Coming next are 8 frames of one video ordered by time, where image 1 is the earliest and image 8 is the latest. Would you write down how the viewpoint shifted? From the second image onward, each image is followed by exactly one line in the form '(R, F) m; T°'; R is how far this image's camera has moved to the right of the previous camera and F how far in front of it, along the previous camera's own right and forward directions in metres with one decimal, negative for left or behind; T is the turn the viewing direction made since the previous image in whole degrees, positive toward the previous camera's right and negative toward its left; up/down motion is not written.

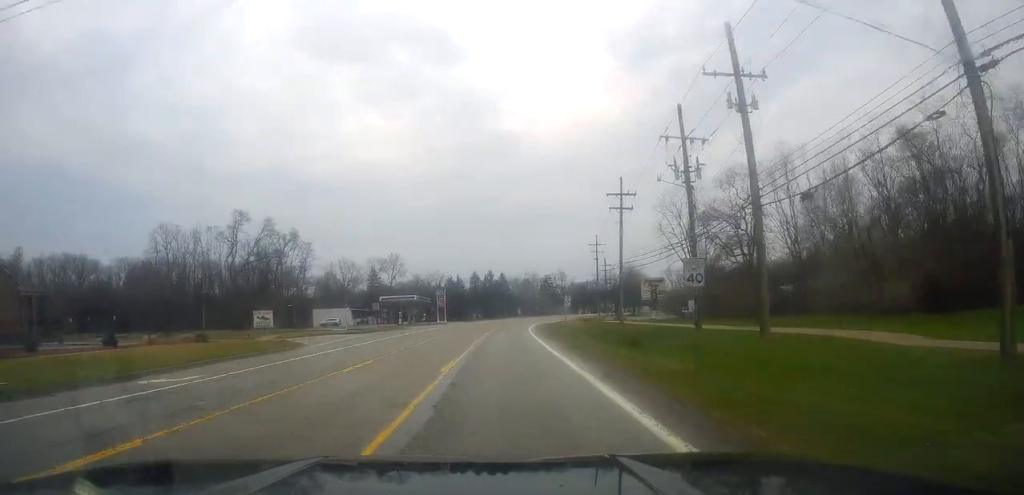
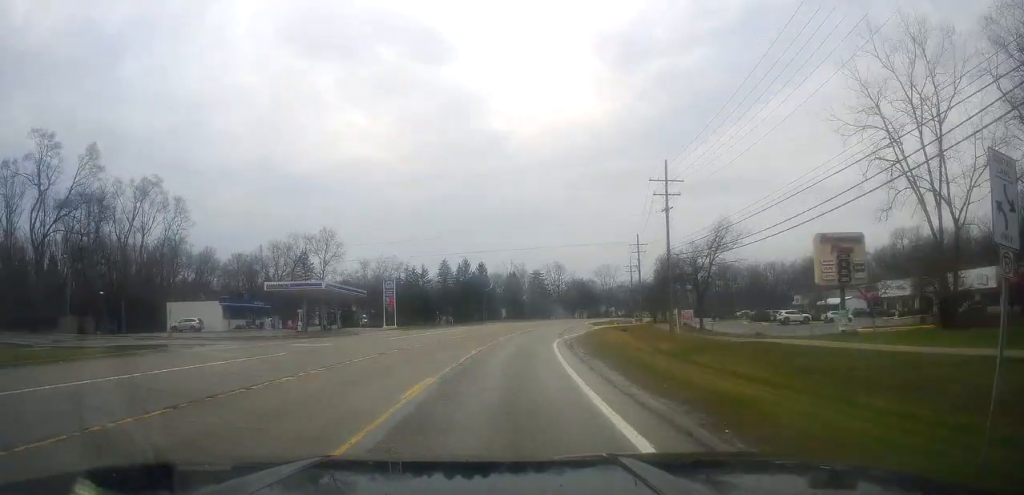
(-0.2, +52.7) m; +2°
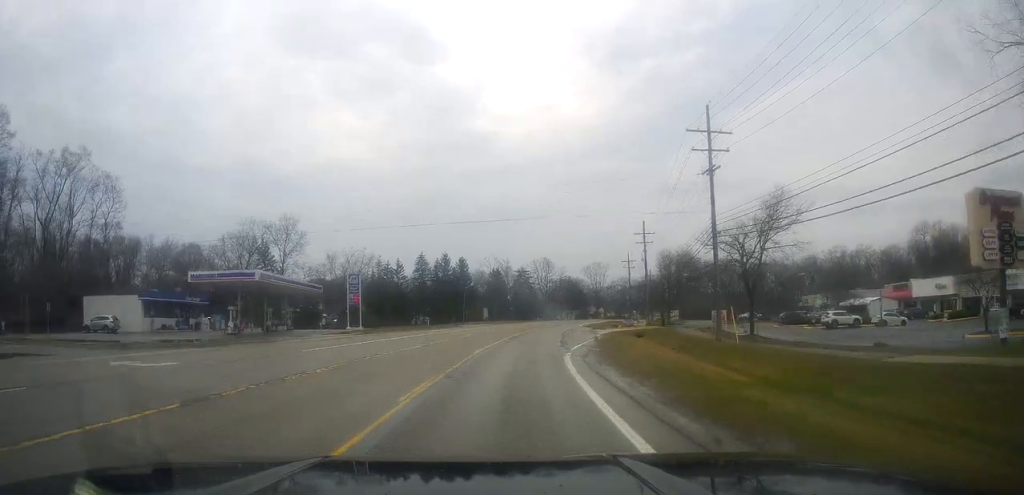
(+0.4, +14.7) m; +2°
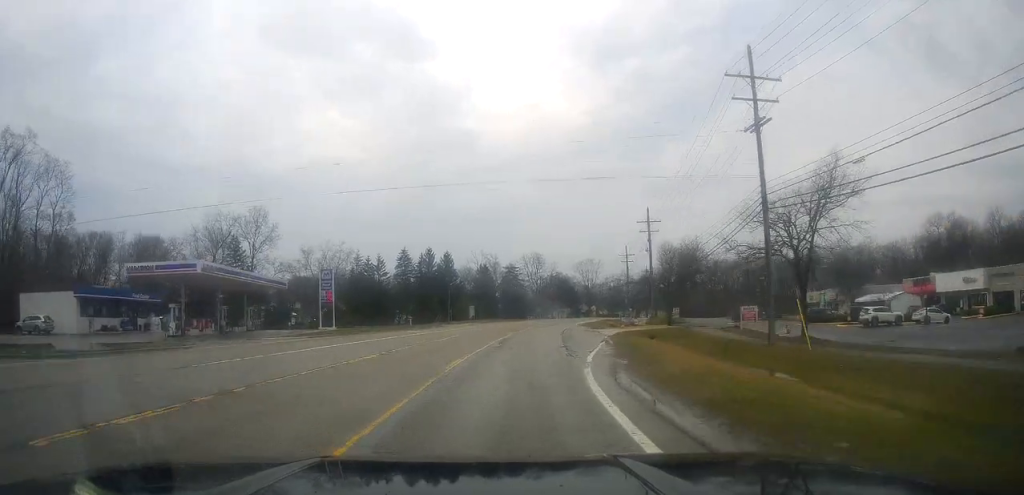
(+0.1, +9.1) m; 0°
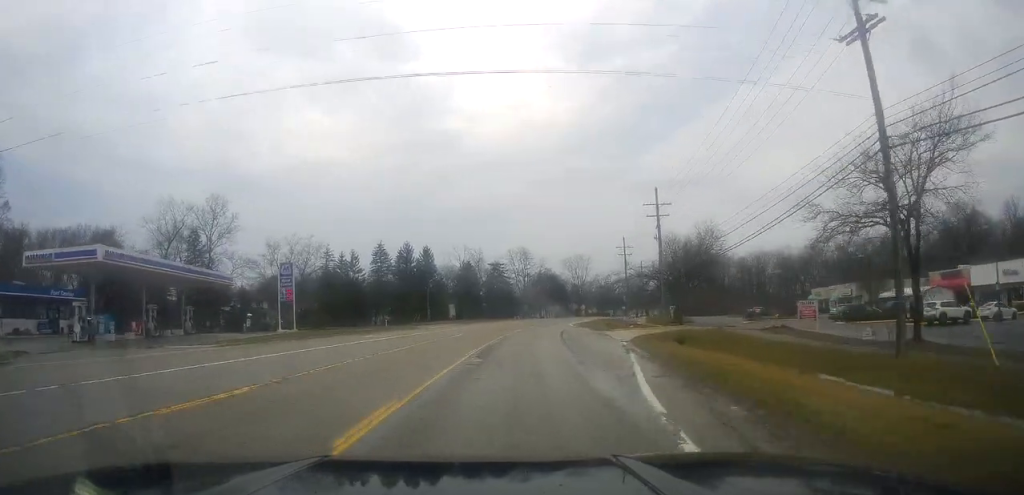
(0.0, +11.1) m; +1°
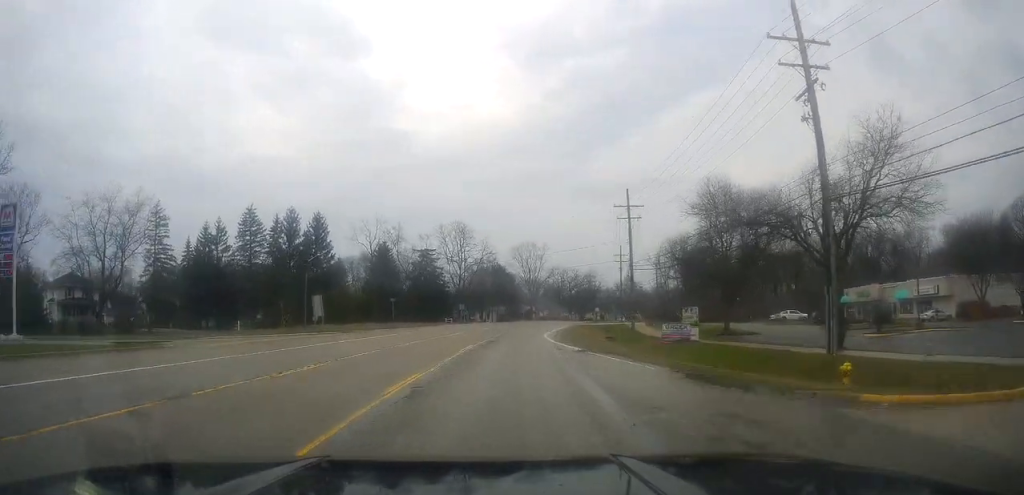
(+1.8, +40.8) m; +5°
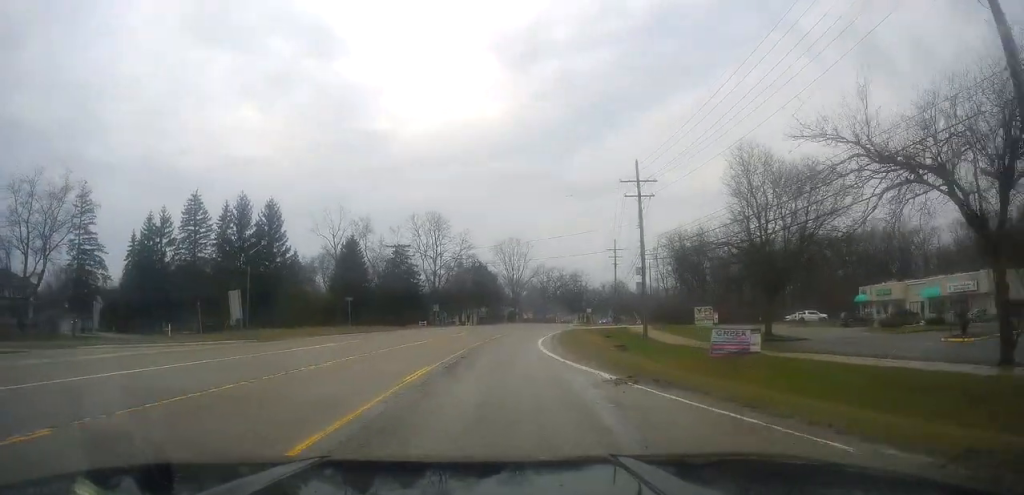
(-0.1, +11.6) m; +1°
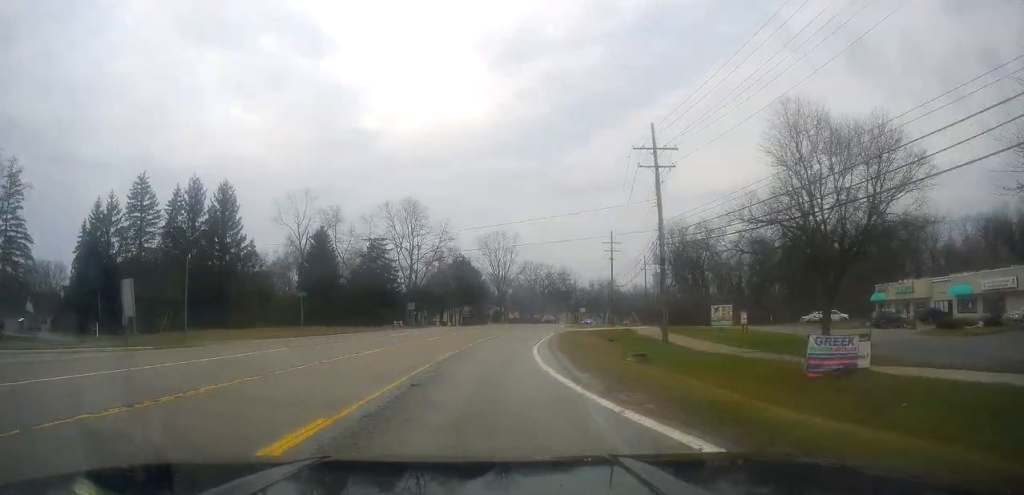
(+0.2, +9.6) m; +2°
